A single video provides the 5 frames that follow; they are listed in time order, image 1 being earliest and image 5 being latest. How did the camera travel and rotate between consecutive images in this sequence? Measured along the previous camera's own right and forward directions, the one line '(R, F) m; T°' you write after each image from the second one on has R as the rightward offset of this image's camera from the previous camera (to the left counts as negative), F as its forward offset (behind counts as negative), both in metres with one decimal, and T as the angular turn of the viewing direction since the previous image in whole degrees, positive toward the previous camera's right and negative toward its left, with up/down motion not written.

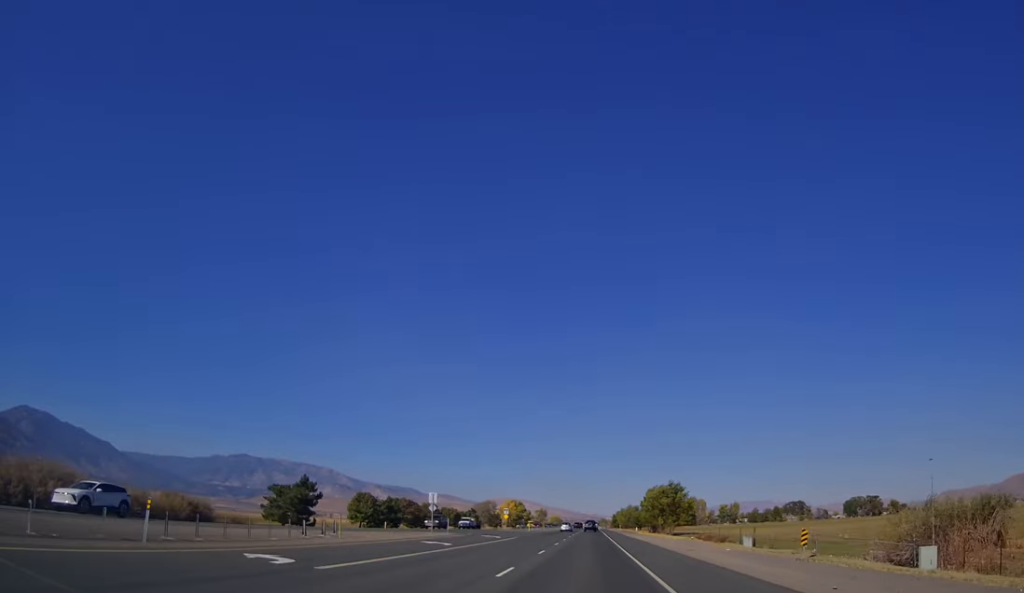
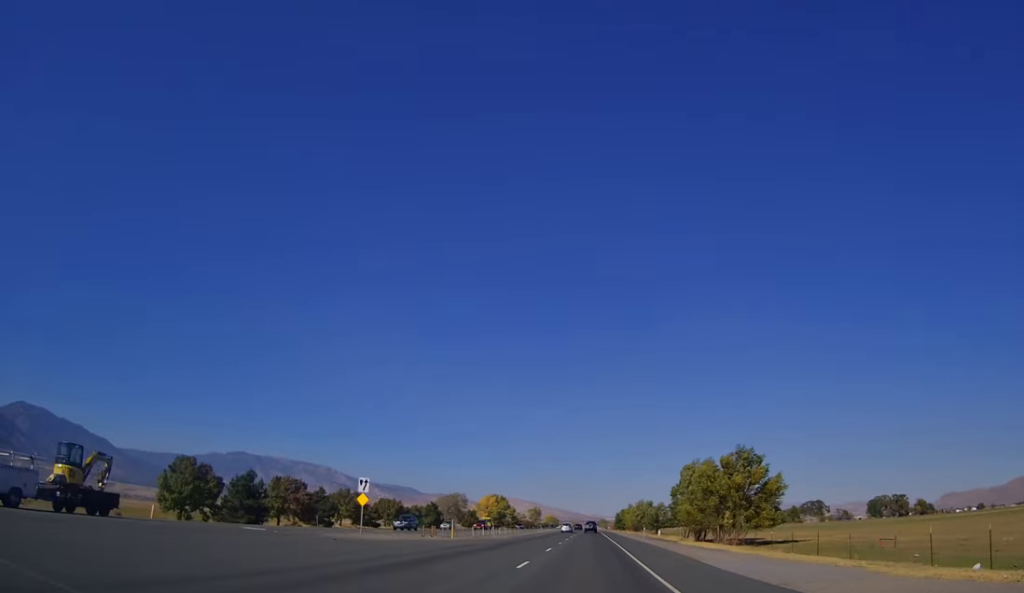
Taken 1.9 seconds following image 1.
(0.0, +58.0) m; 0°
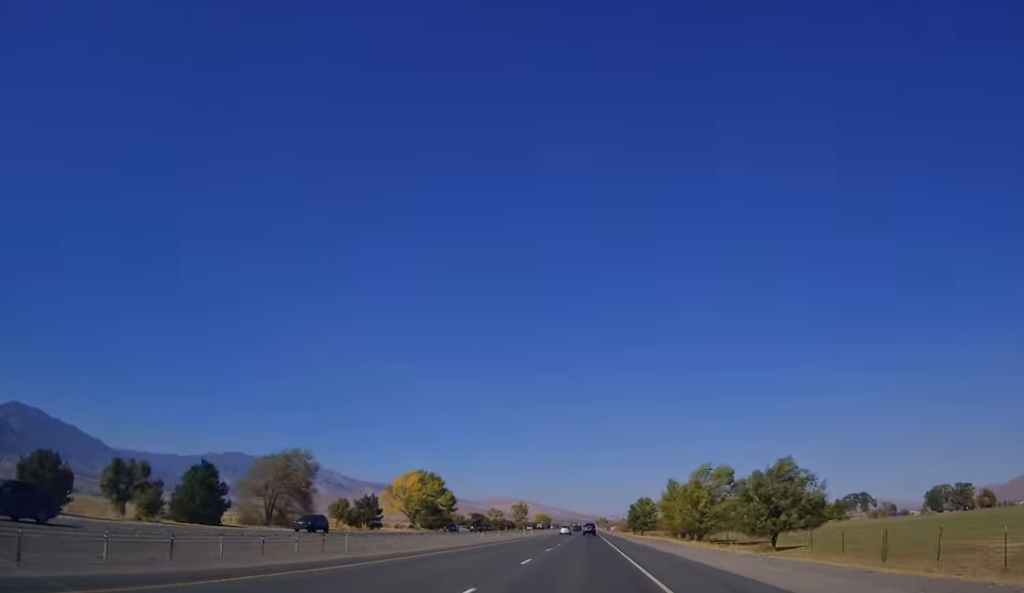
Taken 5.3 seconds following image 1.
(+0.3, +107.3) m; +1°
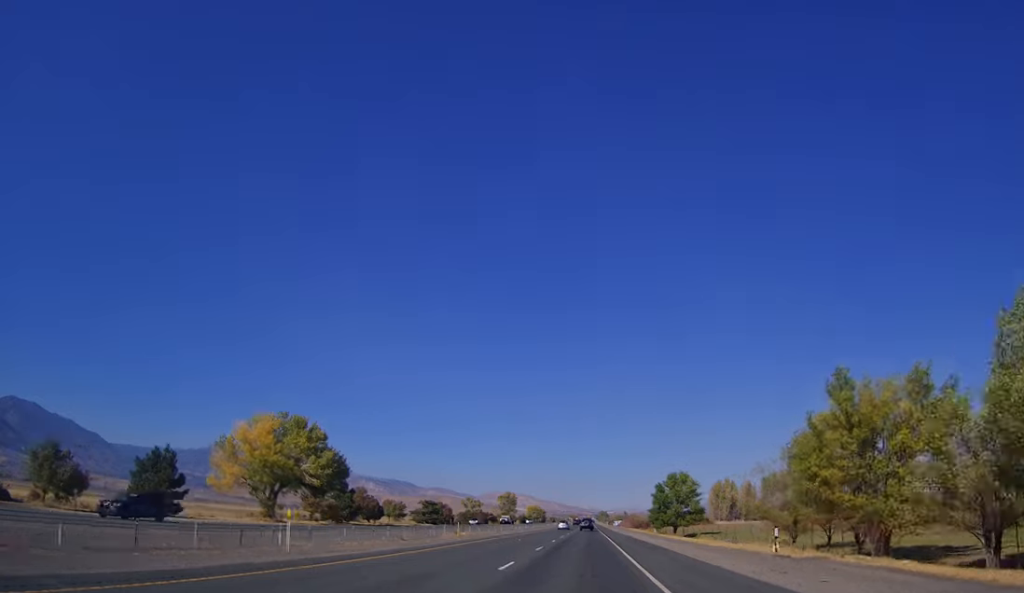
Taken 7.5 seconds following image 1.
(-0.2, +65.7) m; -1°
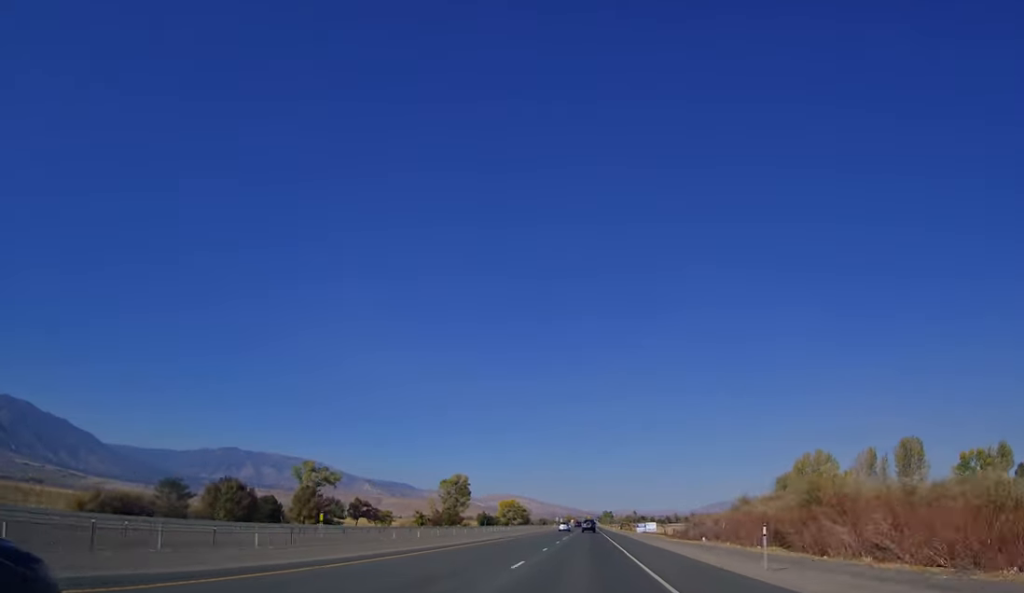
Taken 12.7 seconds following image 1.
(+0.6, +158.0) m; +1°
